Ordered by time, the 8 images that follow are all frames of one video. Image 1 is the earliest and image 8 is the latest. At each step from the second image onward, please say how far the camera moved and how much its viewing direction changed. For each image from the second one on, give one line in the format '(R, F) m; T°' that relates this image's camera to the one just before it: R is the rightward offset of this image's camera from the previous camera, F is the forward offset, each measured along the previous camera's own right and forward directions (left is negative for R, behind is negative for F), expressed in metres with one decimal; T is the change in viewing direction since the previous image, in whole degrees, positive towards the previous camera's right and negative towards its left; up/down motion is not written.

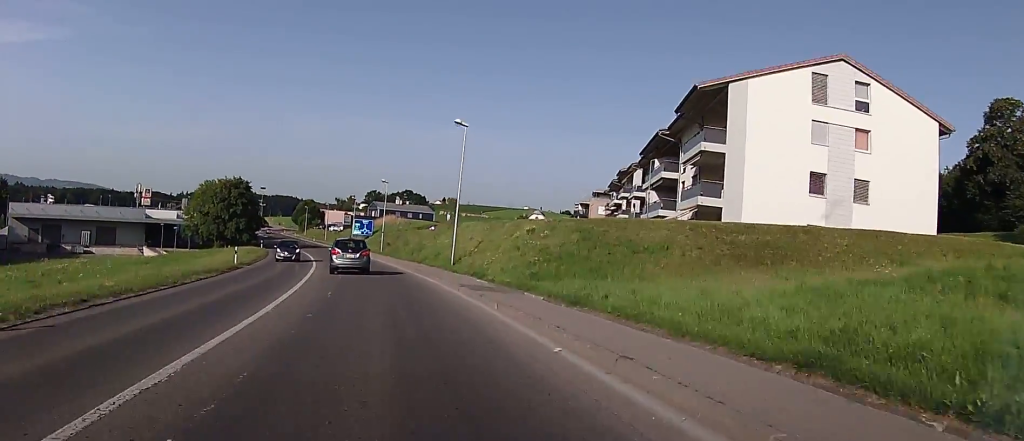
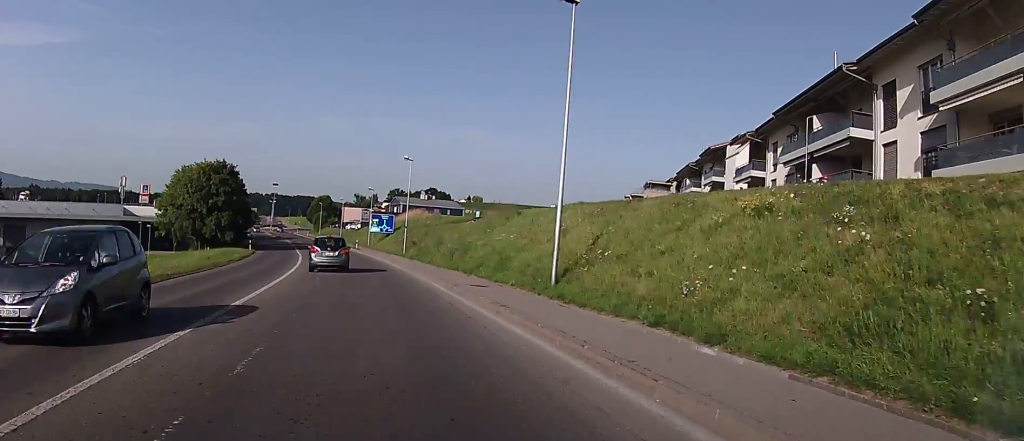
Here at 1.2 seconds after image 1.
(-0.5, +19.6) m; -2°
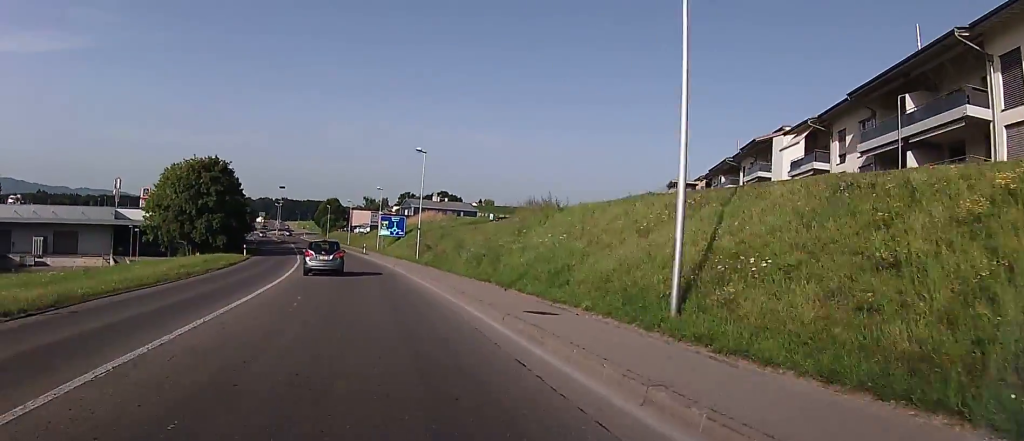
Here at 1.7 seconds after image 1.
(-0.1, +7.0) m; -1°
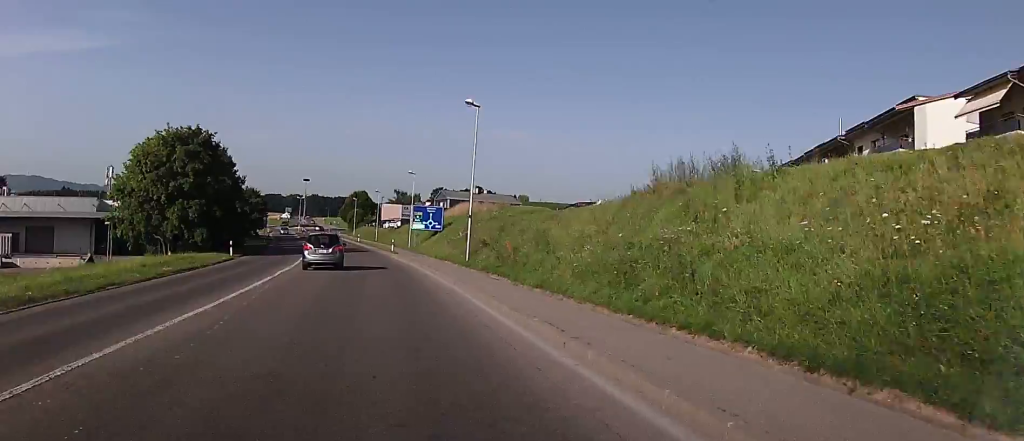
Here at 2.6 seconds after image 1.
(0.0, +15.5) m; -2°
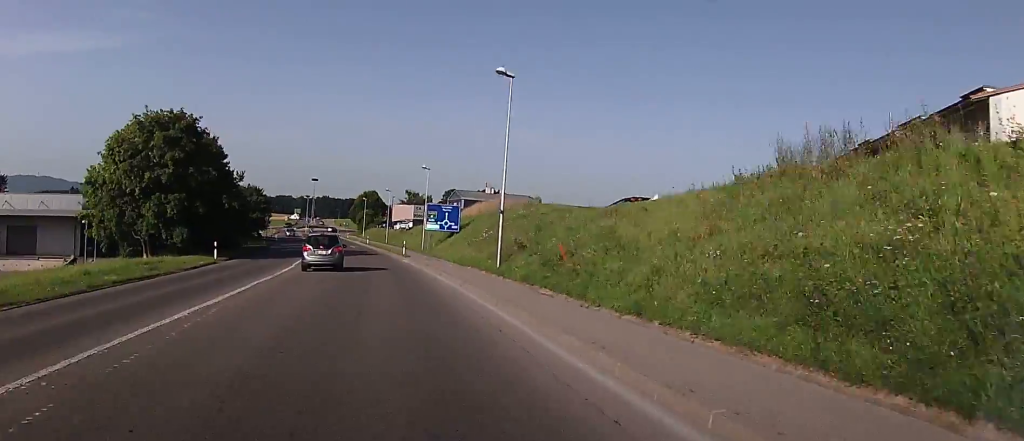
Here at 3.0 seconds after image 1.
(-0.2, +6.7) m; -1°
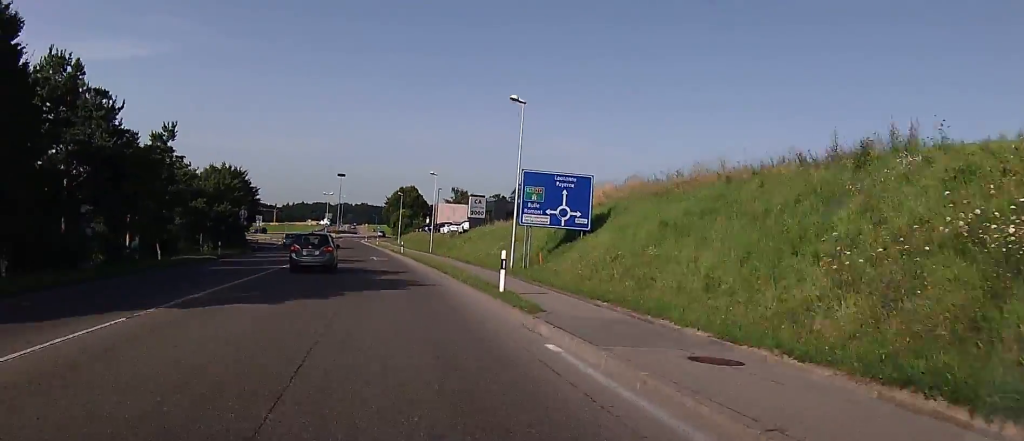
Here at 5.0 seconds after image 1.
(-0.9, +34.0) m; -2°
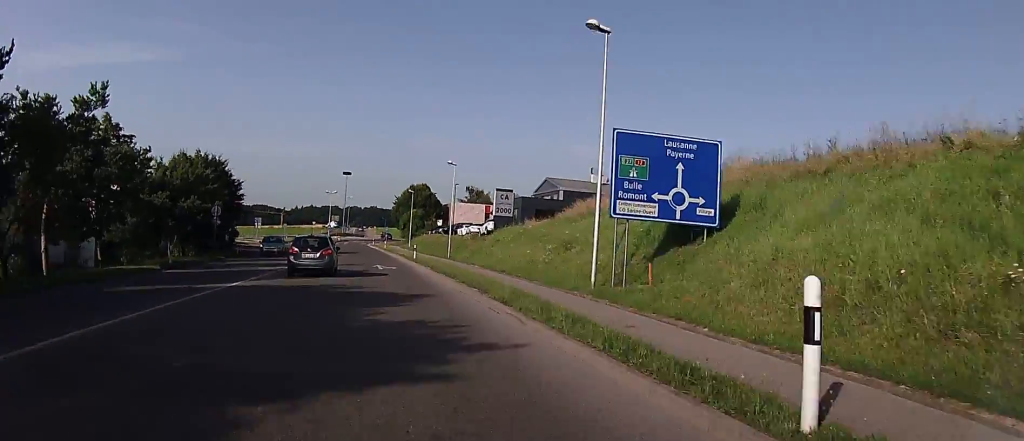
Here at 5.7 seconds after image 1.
(+0.1, +11.8) m; -2°
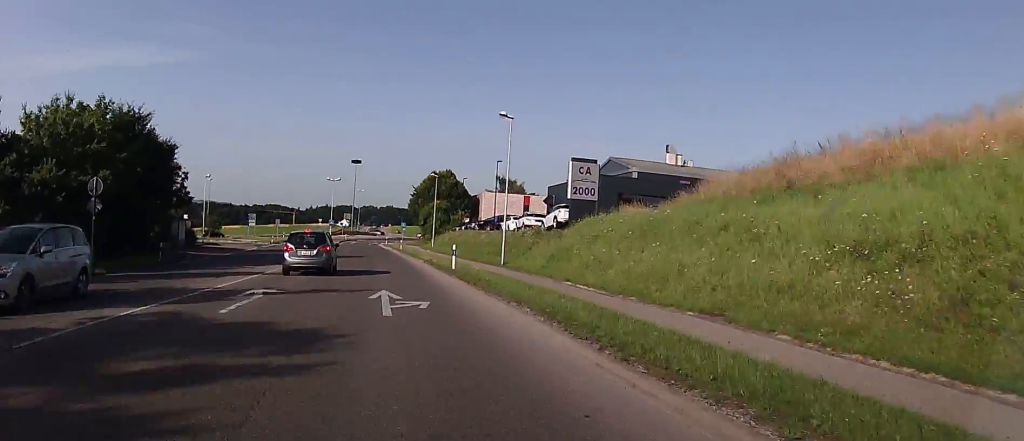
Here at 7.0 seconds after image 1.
(-0.8, +21.9) m; -2°
